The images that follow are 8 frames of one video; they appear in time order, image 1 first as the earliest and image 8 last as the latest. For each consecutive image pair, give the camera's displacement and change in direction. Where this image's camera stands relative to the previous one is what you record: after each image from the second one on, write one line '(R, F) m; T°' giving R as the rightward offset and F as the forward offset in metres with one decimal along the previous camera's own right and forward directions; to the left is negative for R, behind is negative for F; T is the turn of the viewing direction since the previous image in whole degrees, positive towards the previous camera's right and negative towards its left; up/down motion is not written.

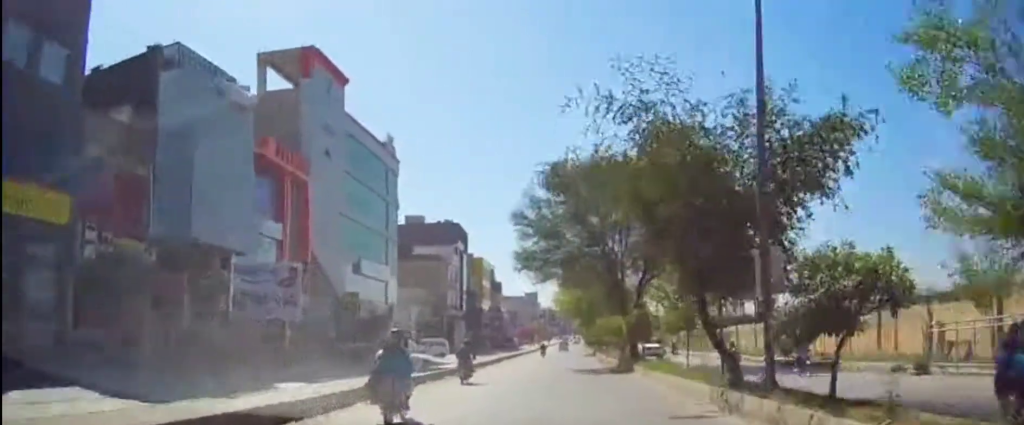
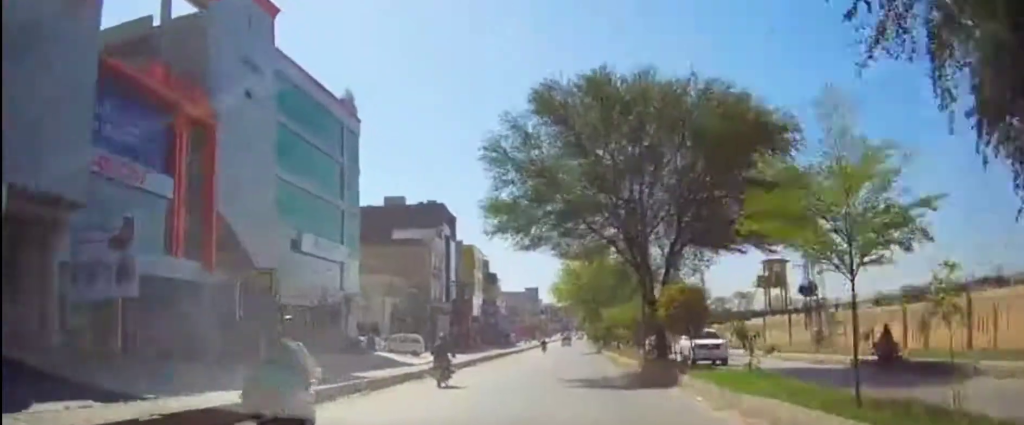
(+0.2, +11.8) m; +1°
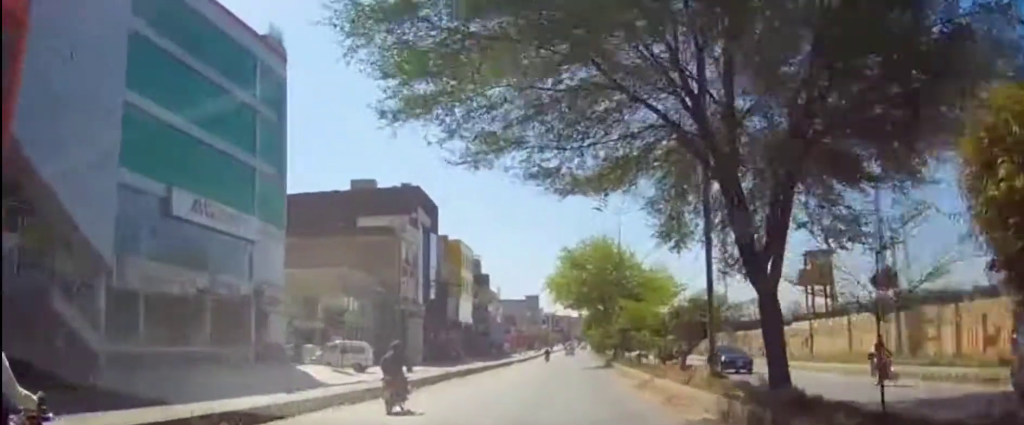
(+0.1, +15.2) m; 0°
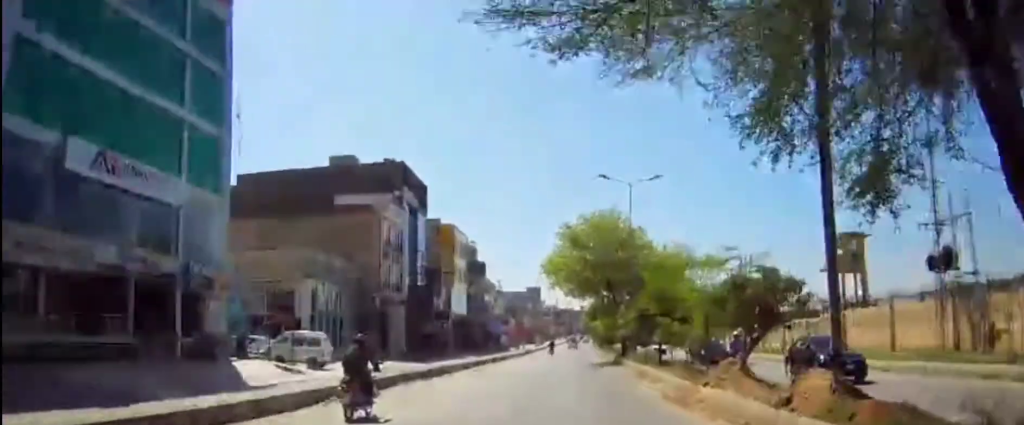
(0.0, +7.0) m; 0°
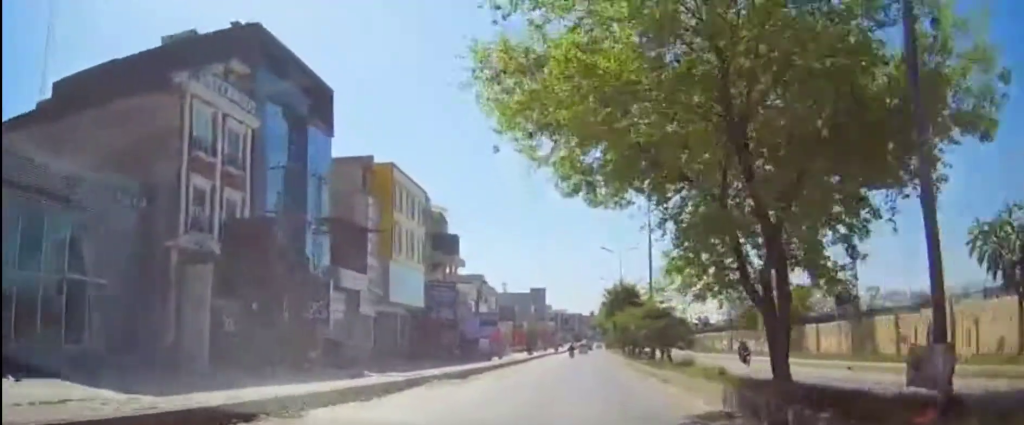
(-0.4, +33.0) m; -1°
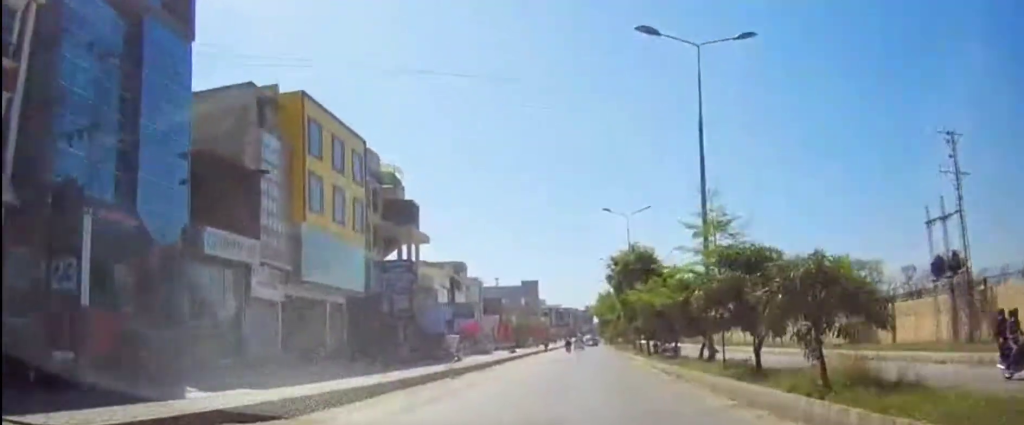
(-0.2, +17.1) m; 0°
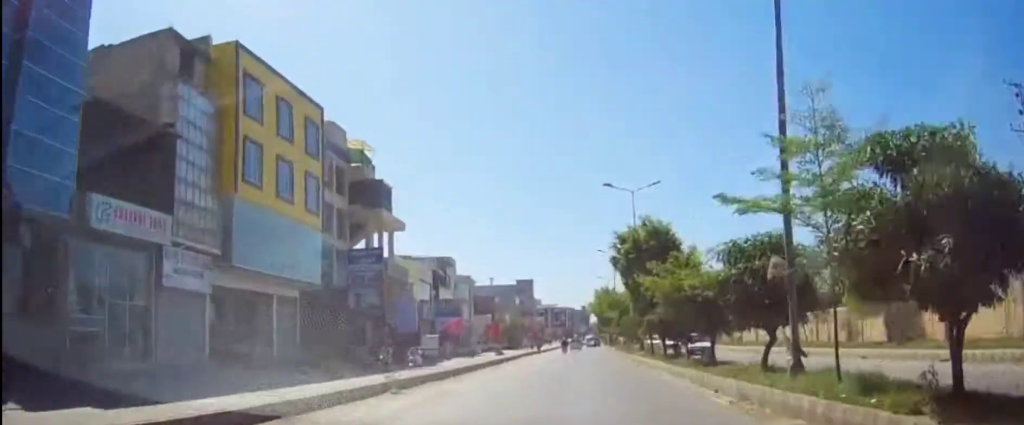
(+0.2, +7.6) m; 0°
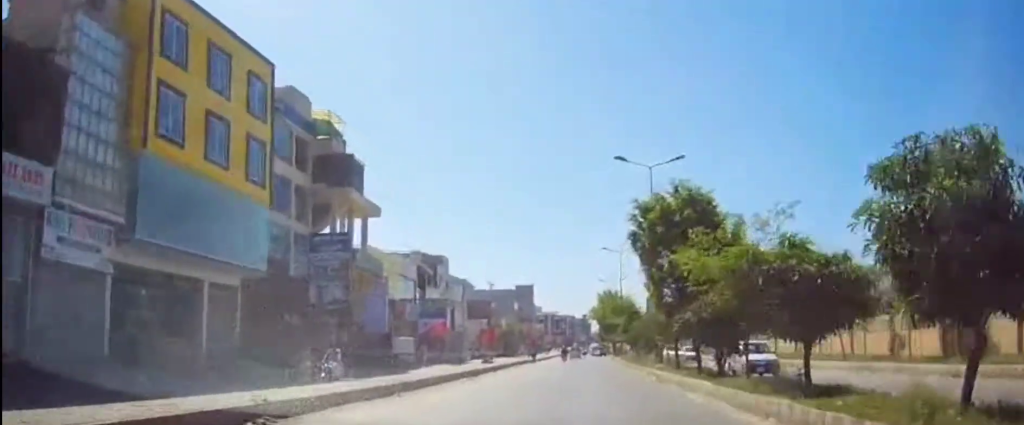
(+0.1, +8.3) m; 0°
